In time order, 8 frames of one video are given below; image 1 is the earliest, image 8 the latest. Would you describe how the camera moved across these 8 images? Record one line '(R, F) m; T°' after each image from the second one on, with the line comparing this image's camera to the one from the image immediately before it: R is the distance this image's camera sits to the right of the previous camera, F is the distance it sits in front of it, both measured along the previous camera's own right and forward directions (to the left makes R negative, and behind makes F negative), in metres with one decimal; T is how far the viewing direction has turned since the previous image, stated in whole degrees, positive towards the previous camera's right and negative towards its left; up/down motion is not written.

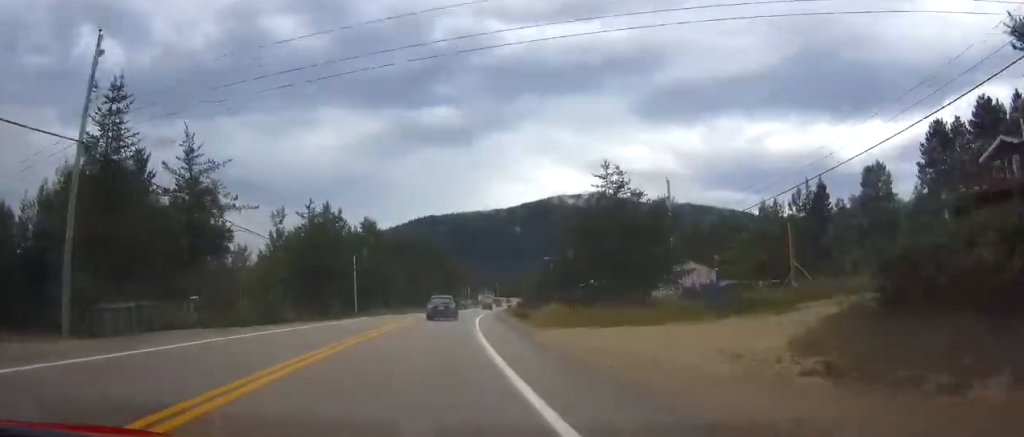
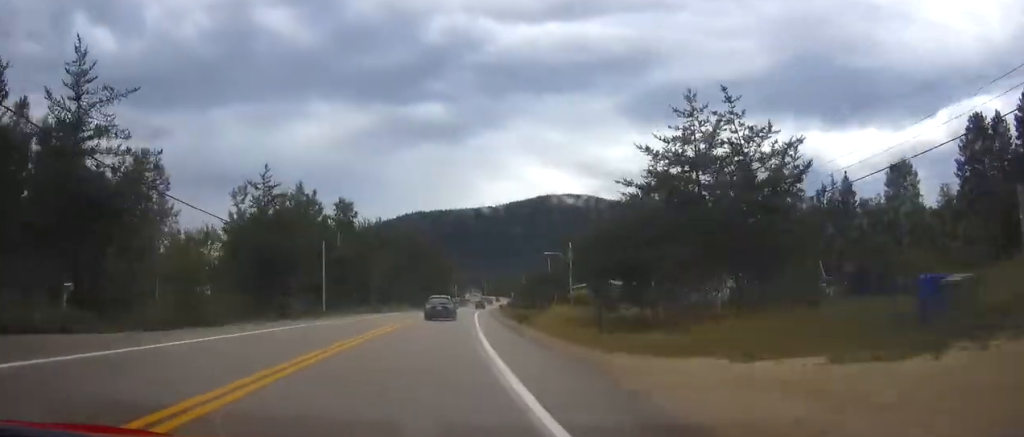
(+0.3, +12.0) m; +1°
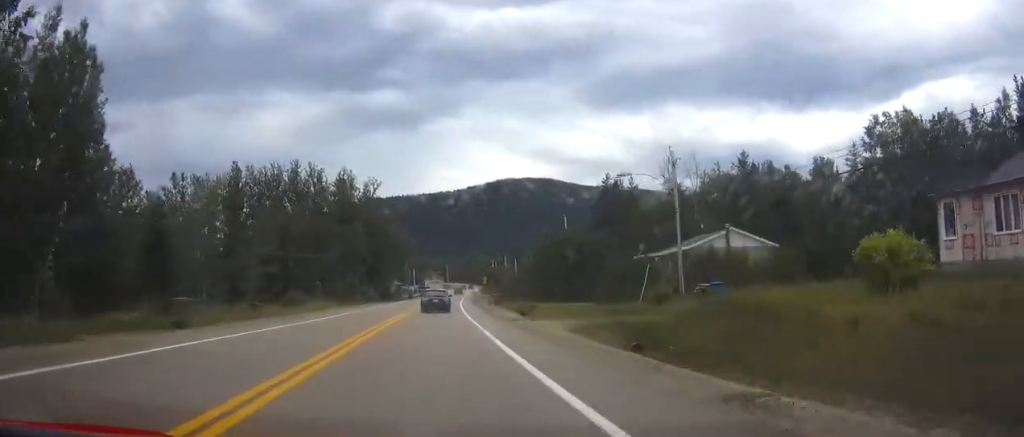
(+1.6, +51.4) m; +4°
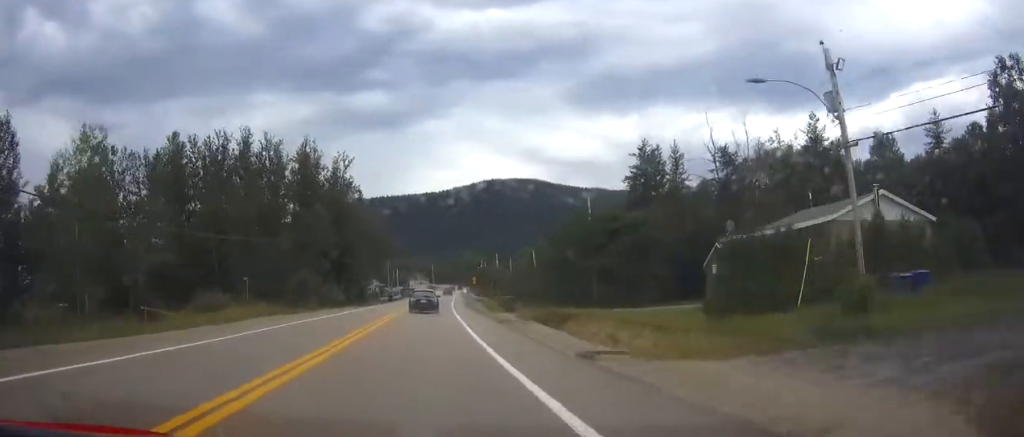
(+0.3, +18.9) m; +2°
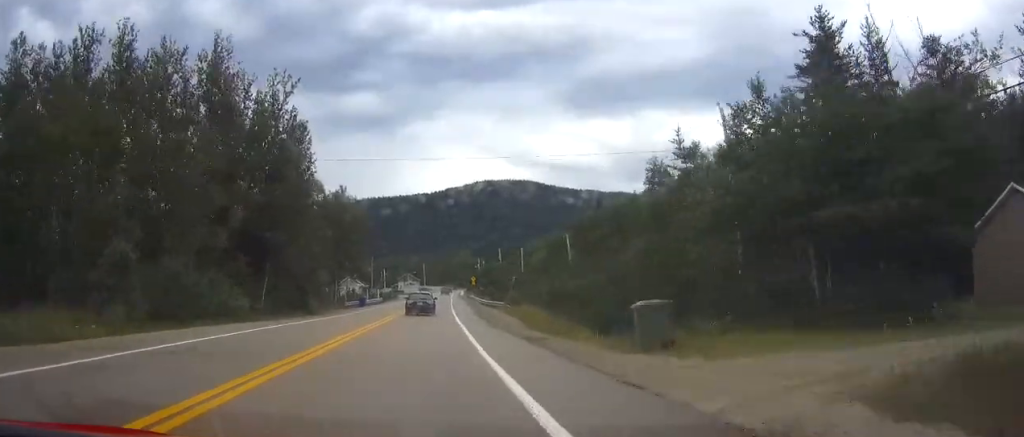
(+0.4, +31.2) m; +1°
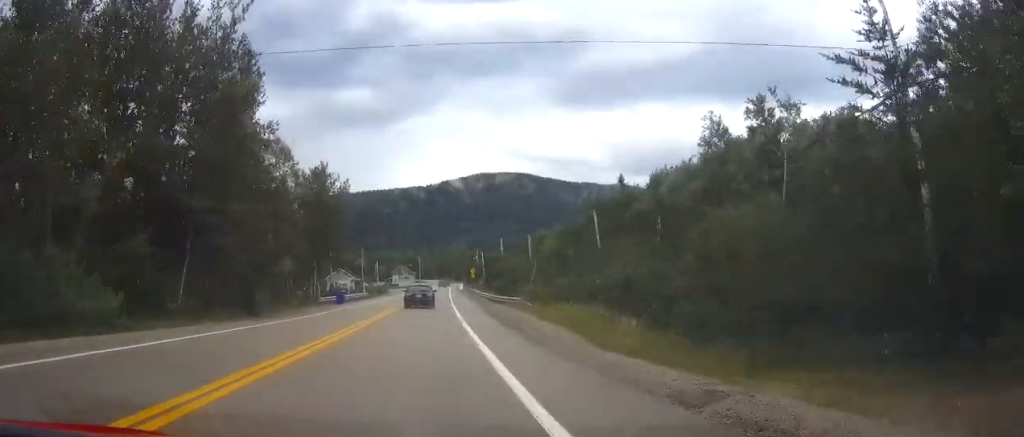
(0.0, +13.9) m; 0°
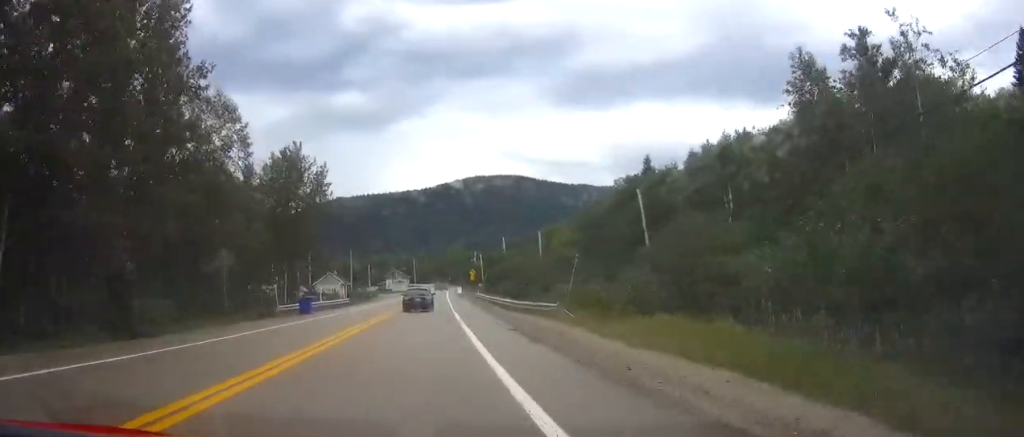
(+0.1, +14.0) m; 0°
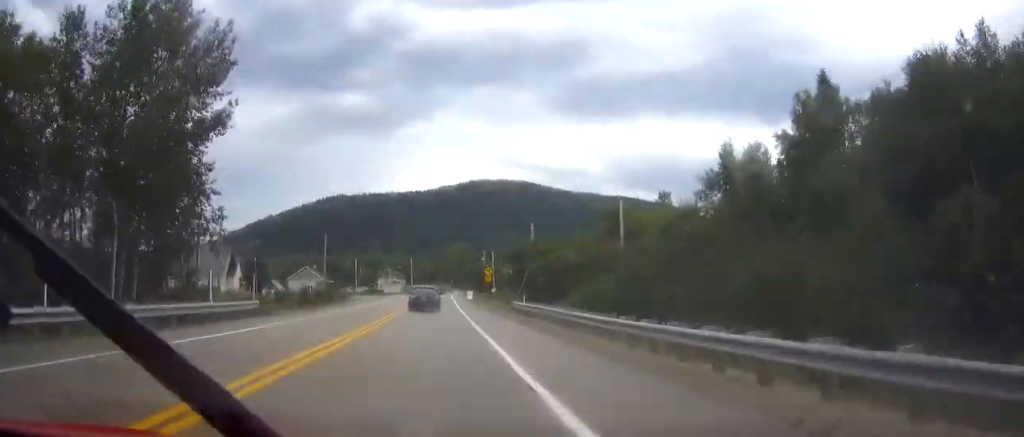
(+0.1, +37.7) m; 0°
